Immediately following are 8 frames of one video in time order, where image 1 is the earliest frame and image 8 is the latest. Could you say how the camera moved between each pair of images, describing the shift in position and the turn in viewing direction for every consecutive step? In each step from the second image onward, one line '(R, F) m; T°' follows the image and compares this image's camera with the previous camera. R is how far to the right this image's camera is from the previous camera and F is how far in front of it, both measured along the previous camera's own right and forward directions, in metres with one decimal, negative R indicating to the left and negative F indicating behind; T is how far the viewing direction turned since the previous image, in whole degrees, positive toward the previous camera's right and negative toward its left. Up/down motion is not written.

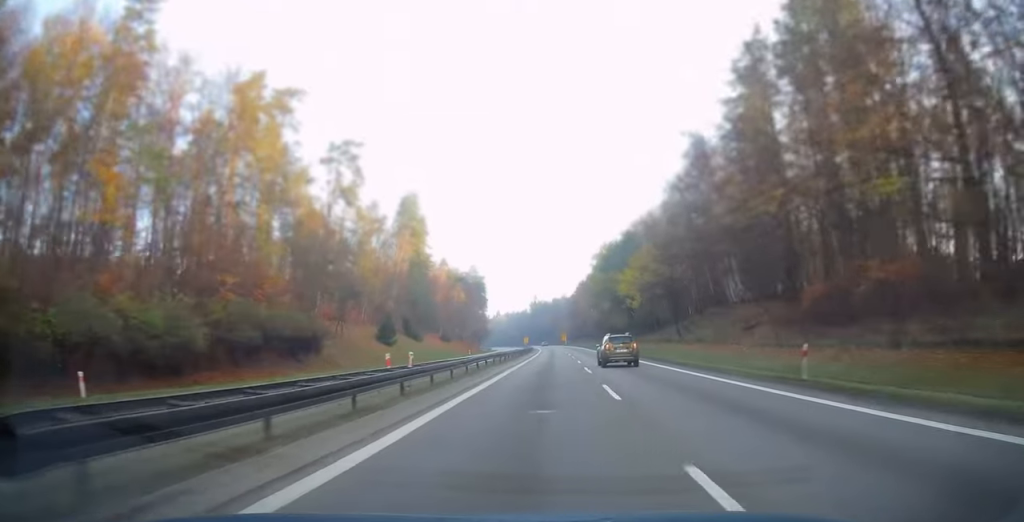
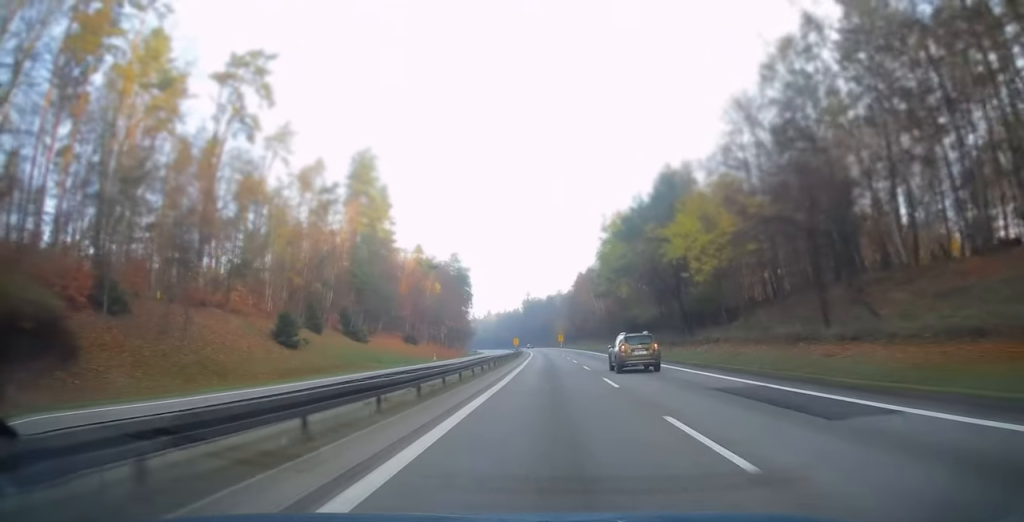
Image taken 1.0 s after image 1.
(0.0, +31.4) m; 0°
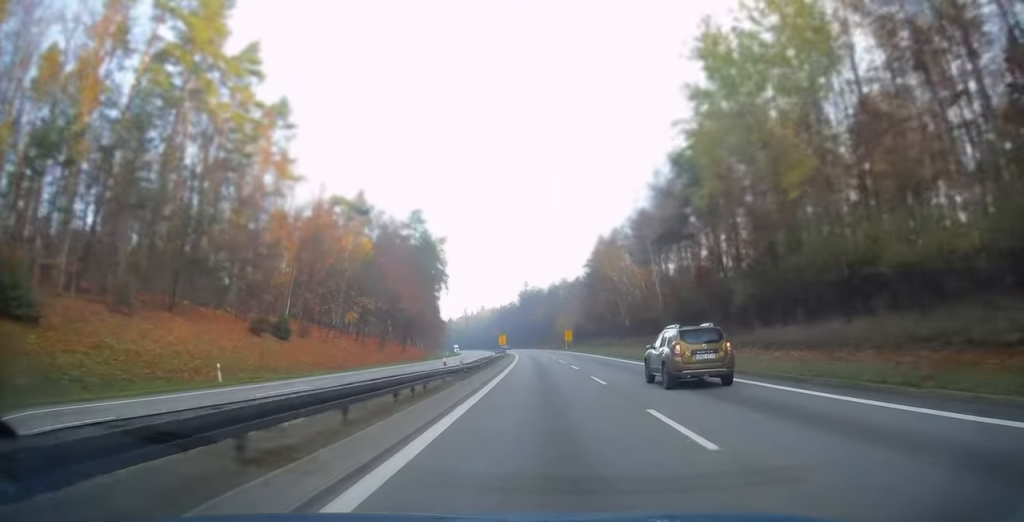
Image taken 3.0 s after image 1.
(+0.4, +57.7) m; 0°
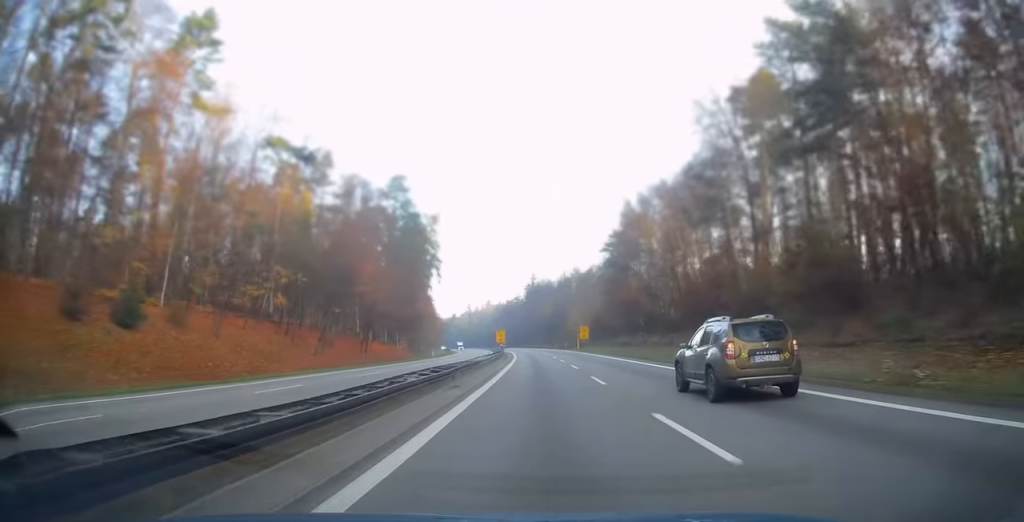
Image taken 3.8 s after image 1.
(-0.1, +24.4) m; -1°
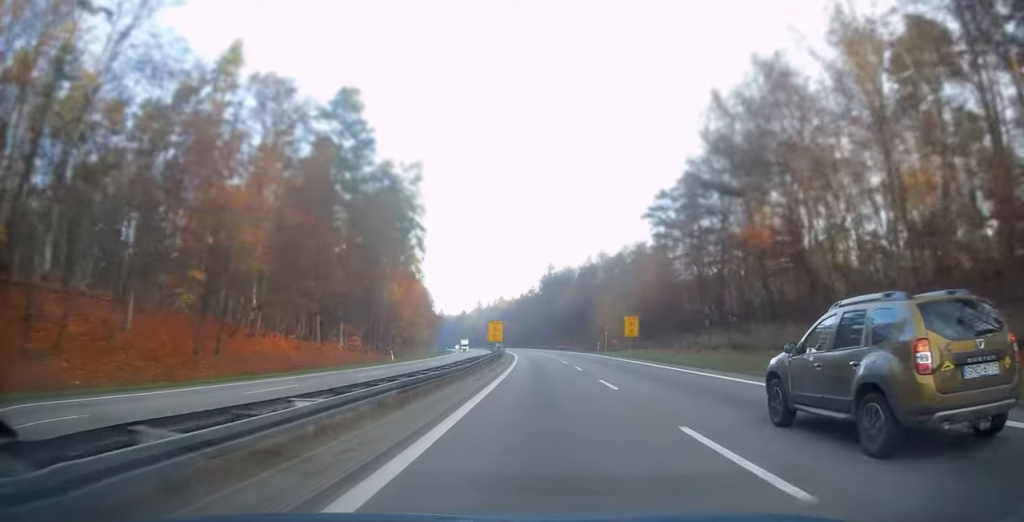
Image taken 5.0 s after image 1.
(-0.3, +37.1) m; -1°
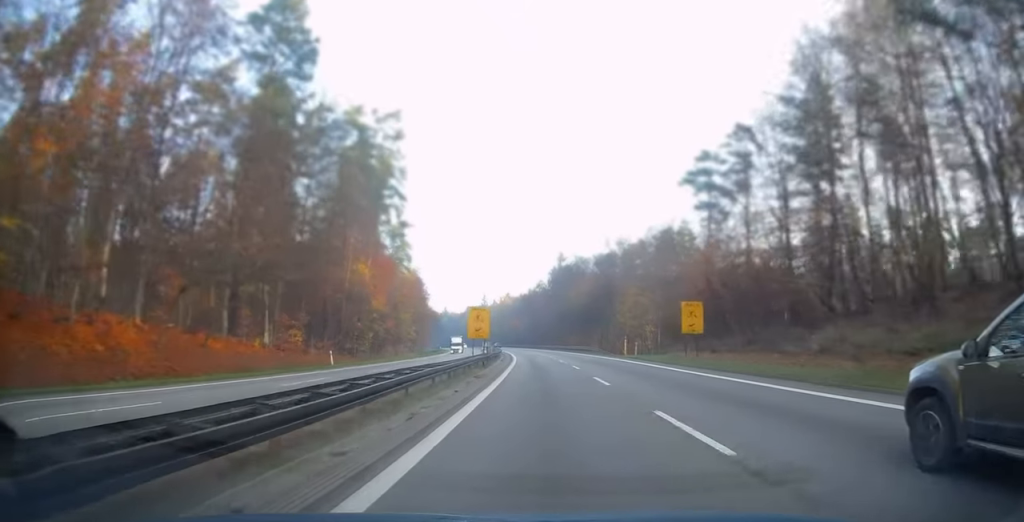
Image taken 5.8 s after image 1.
(-0.2, +21.5) m; -1°
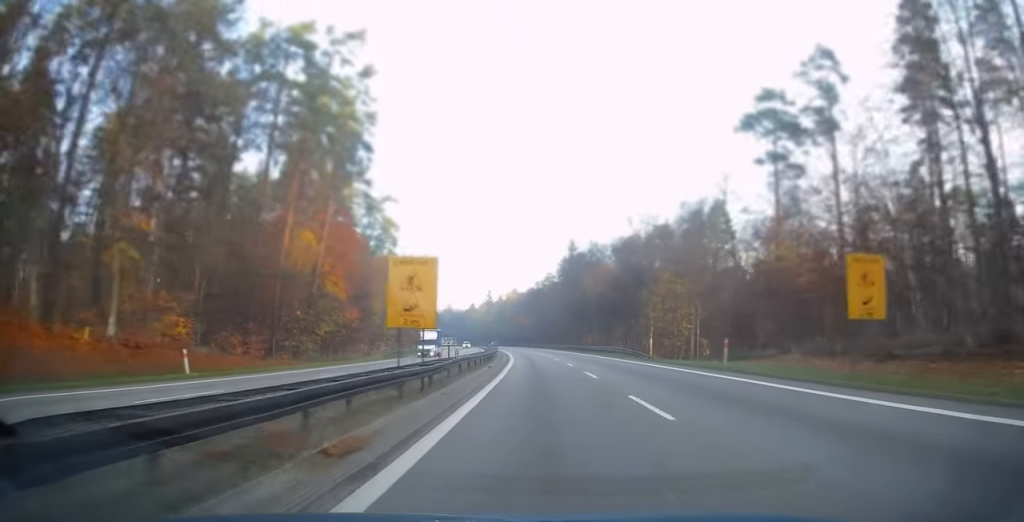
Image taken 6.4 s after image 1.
(-0.1, +20.5) m; -1°
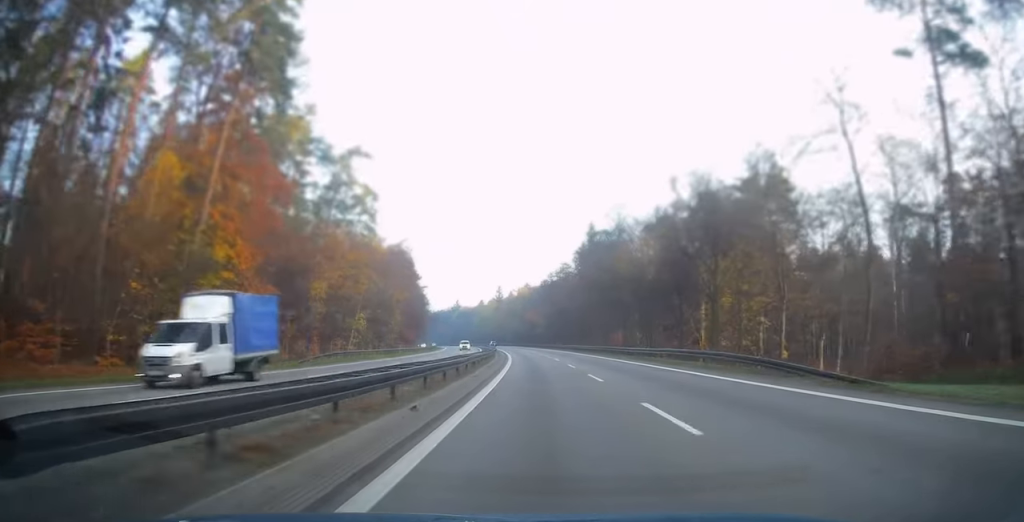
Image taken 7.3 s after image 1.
(-0.2, +24.9) m; -1°
